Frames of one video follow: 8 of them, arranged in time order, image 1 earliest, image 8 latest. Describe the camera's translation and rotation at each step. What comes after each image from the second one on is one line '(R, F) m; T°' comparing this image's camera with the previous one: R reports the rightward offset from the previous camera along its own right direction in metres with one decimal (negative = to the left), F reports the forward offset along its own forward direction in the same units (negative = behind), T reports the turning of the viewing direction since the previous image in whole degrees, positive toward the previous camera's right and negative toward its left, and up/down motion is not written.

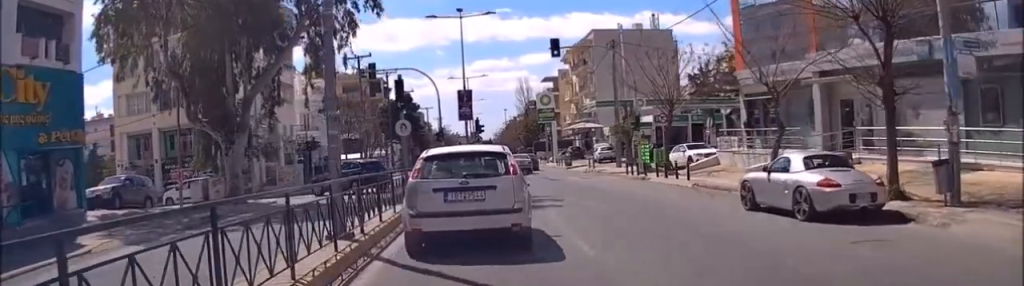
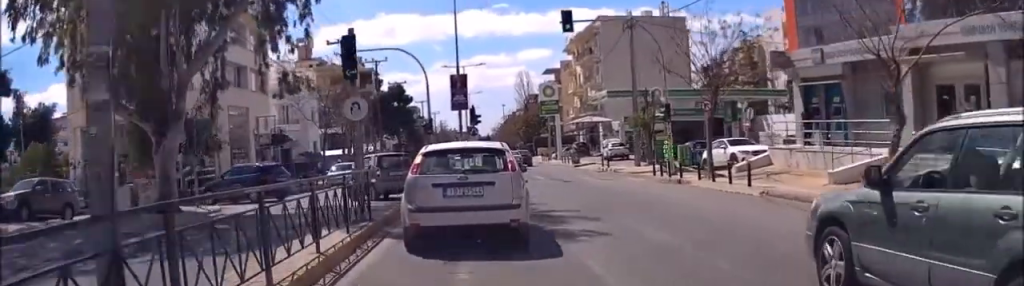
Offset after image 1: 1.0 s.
(+0.3, +6.6) m; +4°
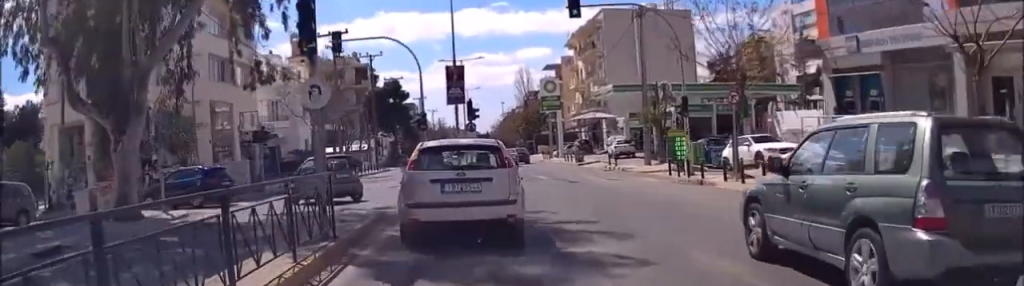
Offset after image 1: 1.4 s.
(+0.2, +3.2) m; 0°
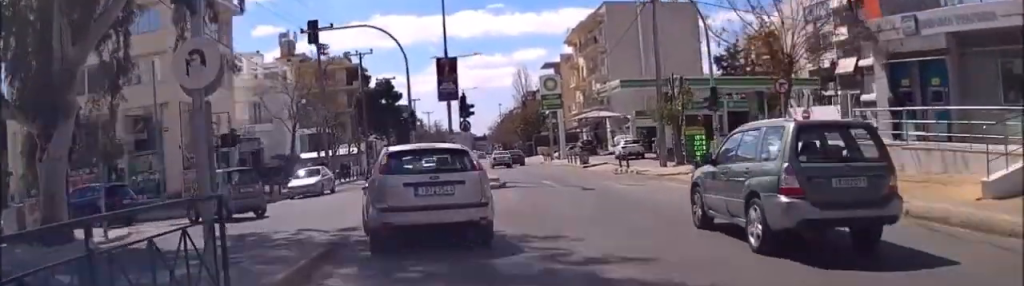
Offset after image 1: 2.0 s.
(-0.1, +4.4) m; -3°
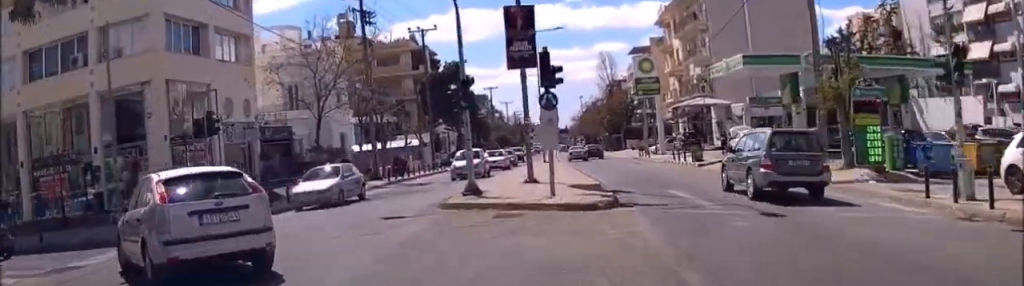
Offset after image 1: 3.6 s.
(-0.7, +10.7) m; -12°
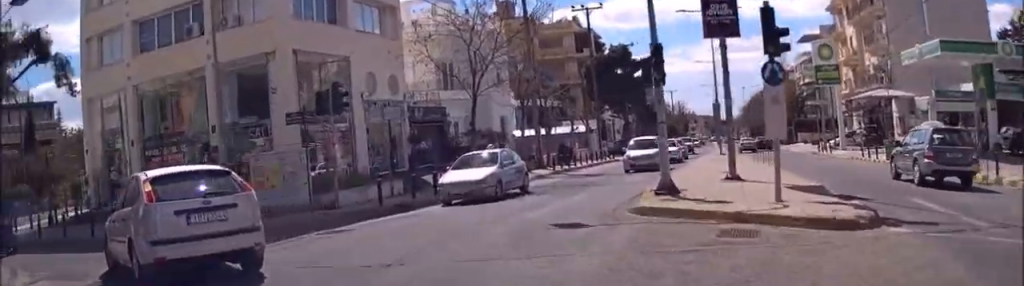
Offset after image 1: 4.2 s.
(-0.5, +3.8) m; -13°
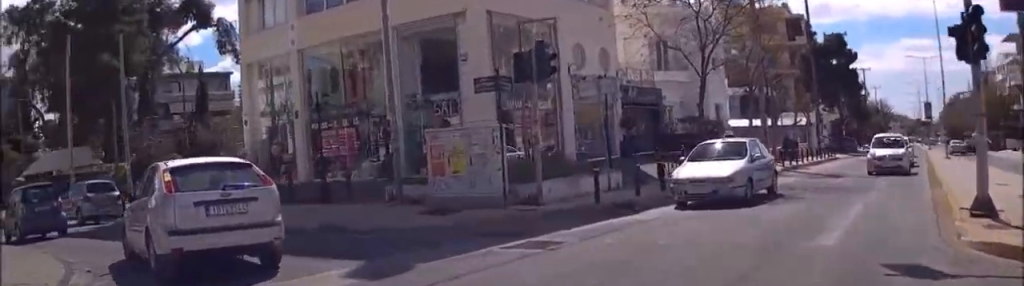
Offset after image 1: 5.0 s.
(-0.5, +4.0) m; -17°
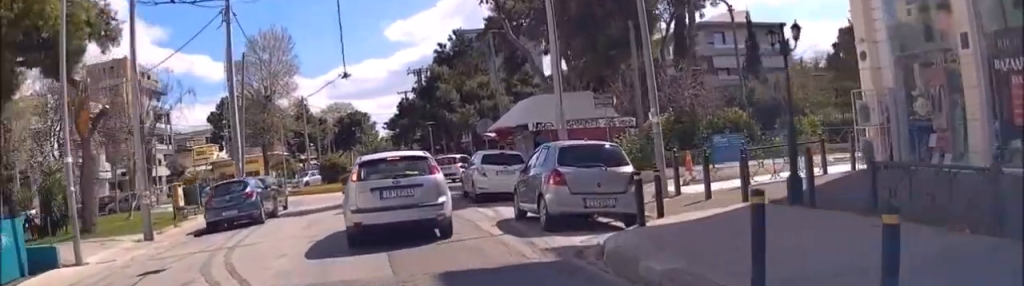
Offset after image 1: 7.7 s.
(-5.4, +11.2) m; -35°
